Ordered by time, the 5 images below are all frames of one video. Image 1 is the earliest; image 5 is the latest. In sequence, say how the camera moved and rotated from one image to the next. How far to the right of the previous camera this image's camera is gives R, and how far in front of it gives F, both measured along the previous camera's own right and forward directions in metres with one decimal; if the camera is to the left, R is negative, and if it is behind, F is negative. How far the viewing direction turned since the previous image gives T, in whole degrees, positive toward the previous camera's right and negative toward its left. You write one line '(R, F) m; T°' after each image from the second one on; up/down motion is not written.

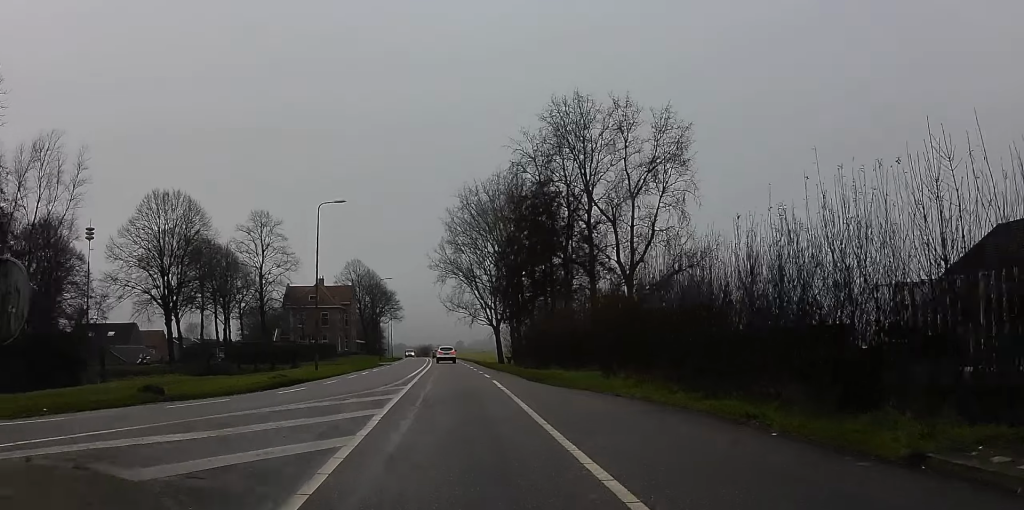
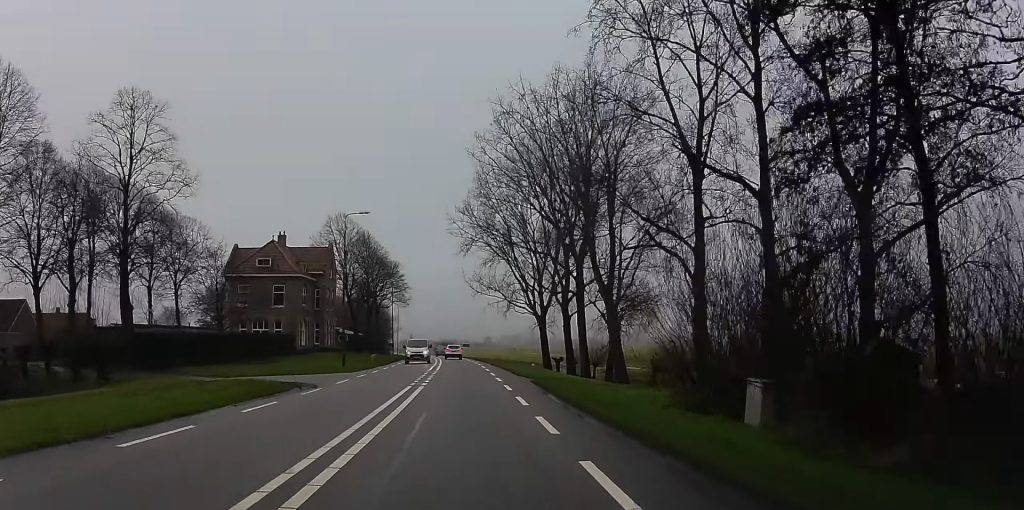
(0.0, +41.7) m; -3°
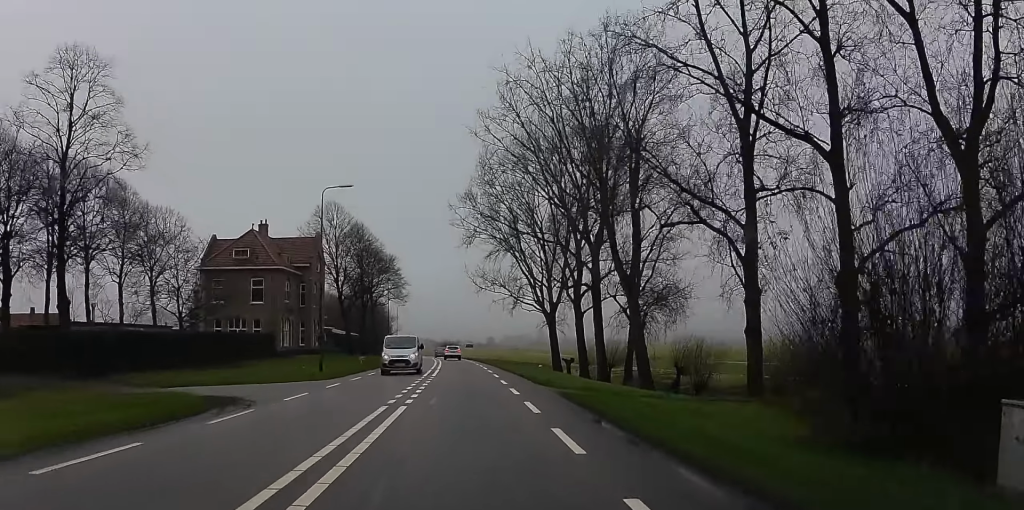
(-0.2, +8.3) m; -2°
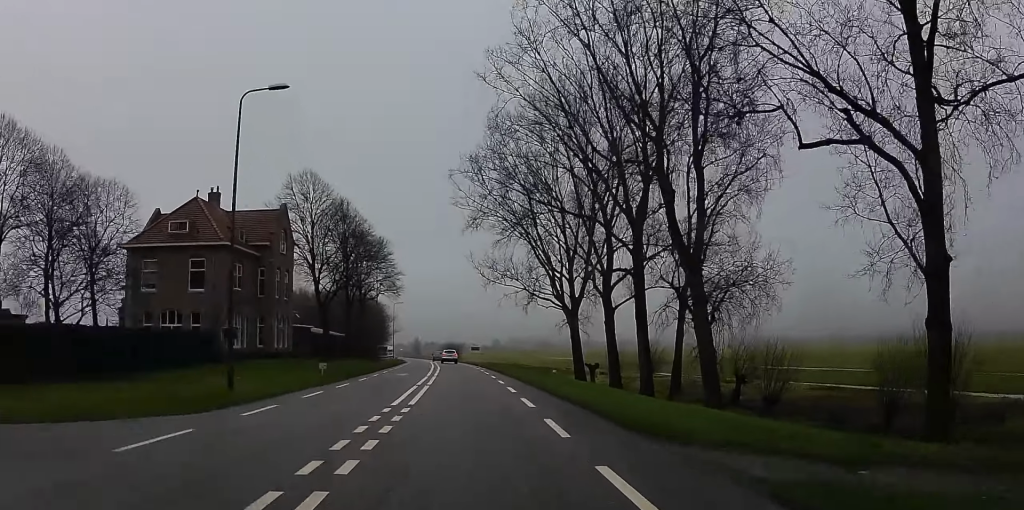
(-0.3, +16.2) m; 0°
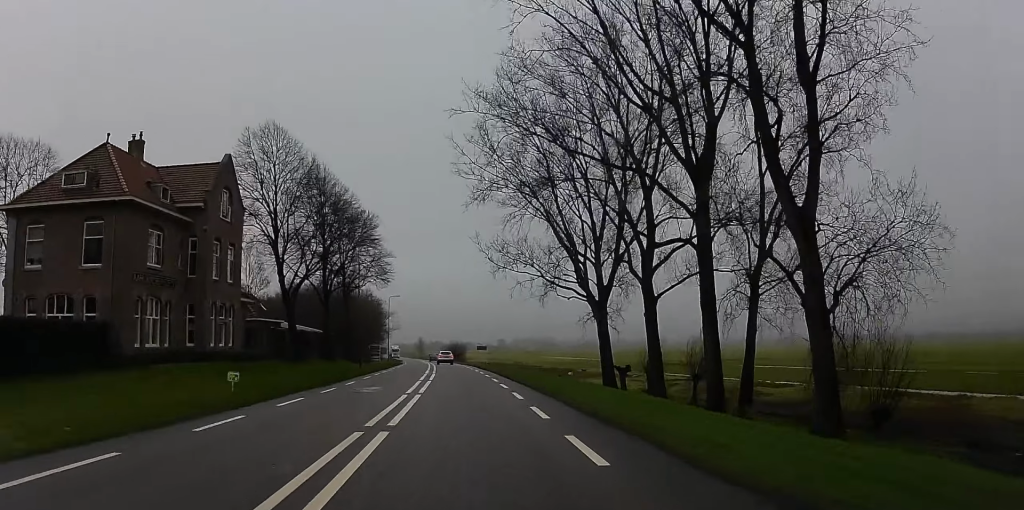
(+0.2, +15.3) m; 0°
